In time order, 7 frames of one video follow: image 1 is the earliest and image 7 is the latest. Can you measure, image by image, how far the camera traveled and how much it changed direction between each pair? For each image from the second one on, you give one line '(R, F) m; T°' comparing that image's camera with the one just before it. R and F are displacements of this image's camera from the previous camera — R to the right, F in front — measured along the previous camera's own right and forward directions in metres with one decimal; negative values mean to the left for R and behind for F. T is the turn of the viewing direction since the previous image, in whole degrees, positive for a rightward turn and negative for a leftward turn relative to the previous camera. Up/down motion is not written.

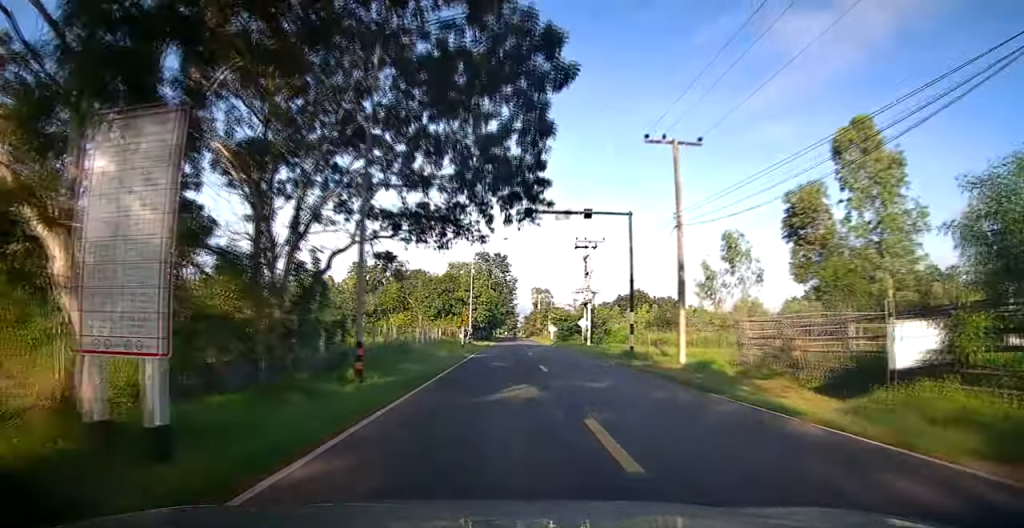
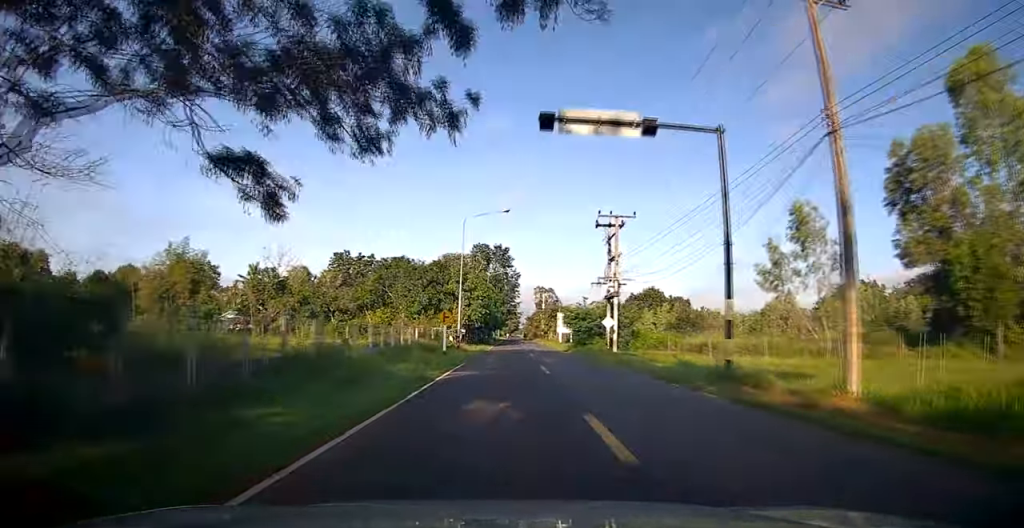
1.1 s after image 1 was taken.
(0.0, +11.4) m; 0°
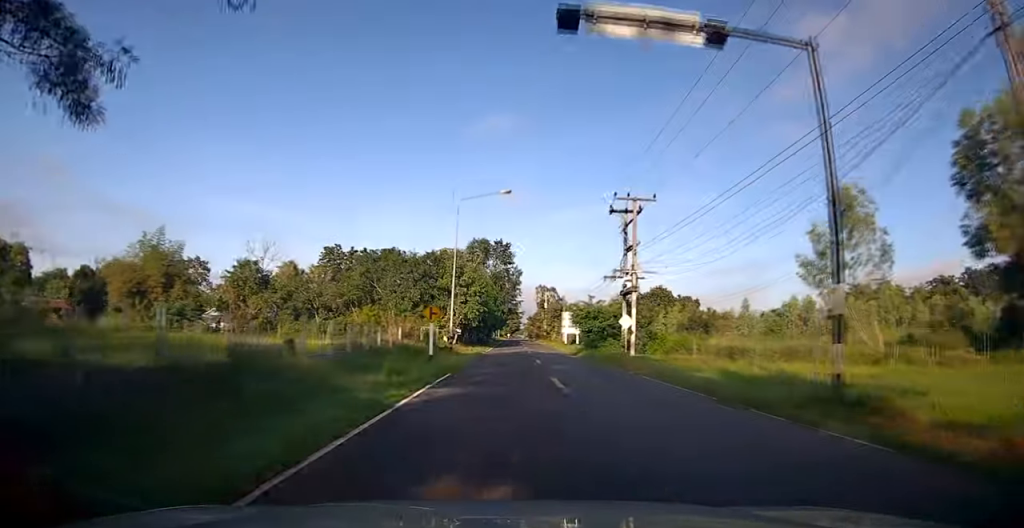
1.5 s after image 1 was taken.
(0.0, +5.0) m; 0°
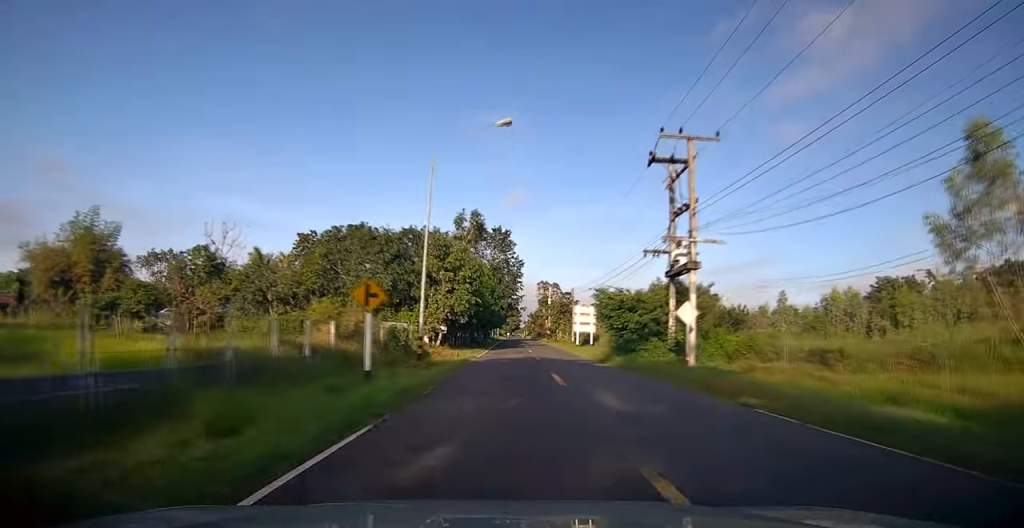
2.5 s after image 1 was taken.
(0.0, +10.2) m; 0°
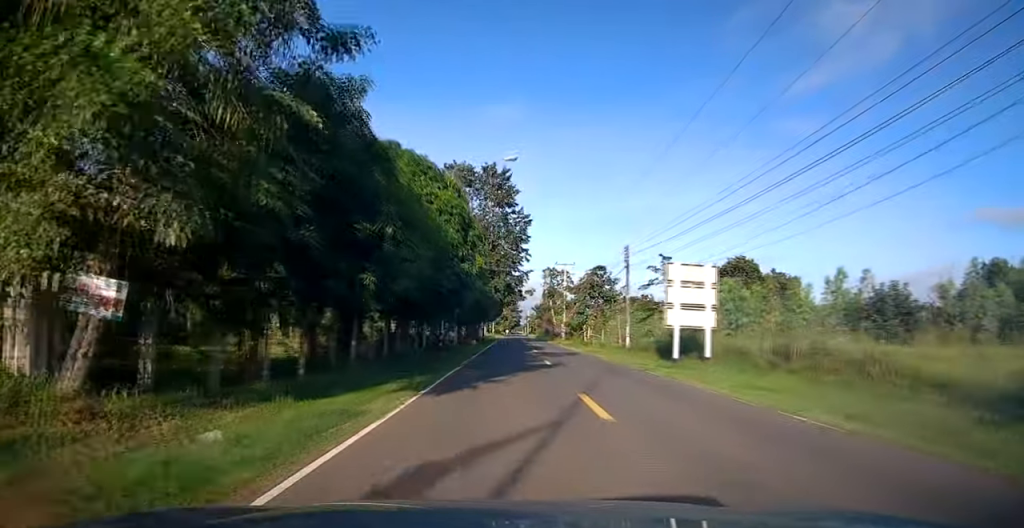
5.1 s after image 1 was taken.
(-0.2, +29.8) m; 0°
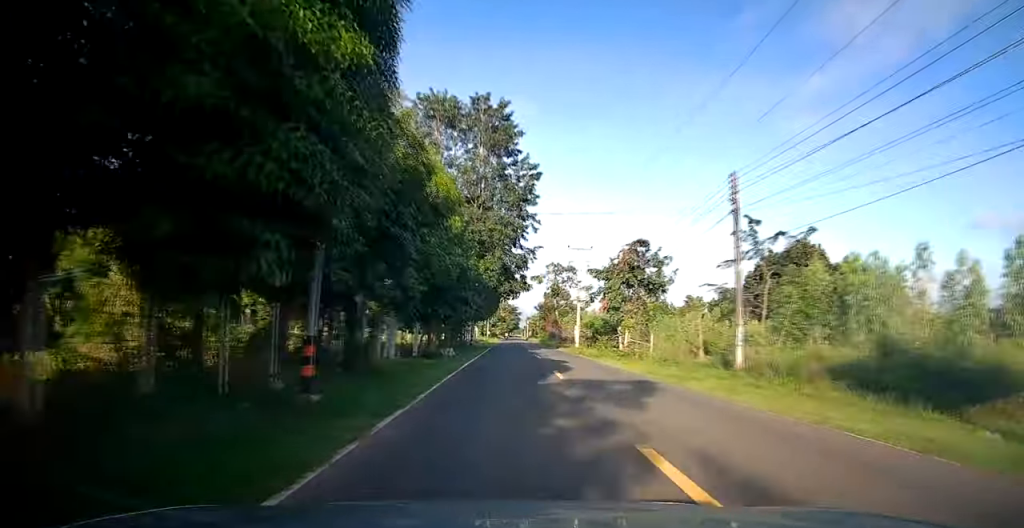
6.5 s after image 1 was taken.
(+0.1, +16.5) m; 0°
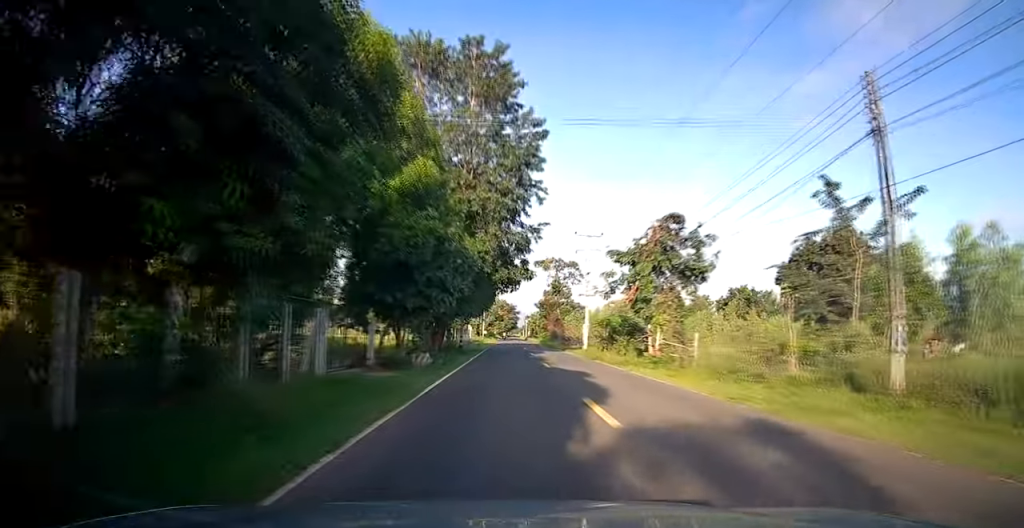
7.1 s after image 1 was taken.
(-0.1, +7.6) m; 0°
